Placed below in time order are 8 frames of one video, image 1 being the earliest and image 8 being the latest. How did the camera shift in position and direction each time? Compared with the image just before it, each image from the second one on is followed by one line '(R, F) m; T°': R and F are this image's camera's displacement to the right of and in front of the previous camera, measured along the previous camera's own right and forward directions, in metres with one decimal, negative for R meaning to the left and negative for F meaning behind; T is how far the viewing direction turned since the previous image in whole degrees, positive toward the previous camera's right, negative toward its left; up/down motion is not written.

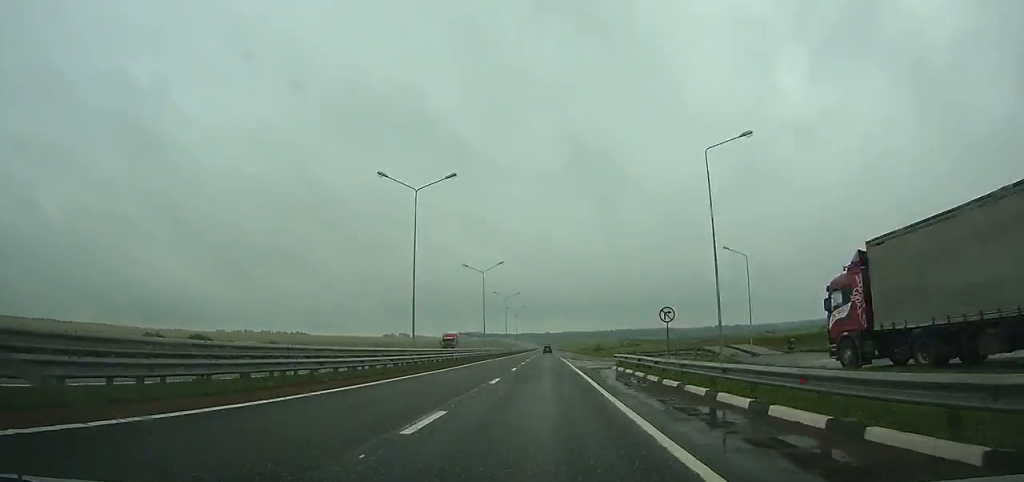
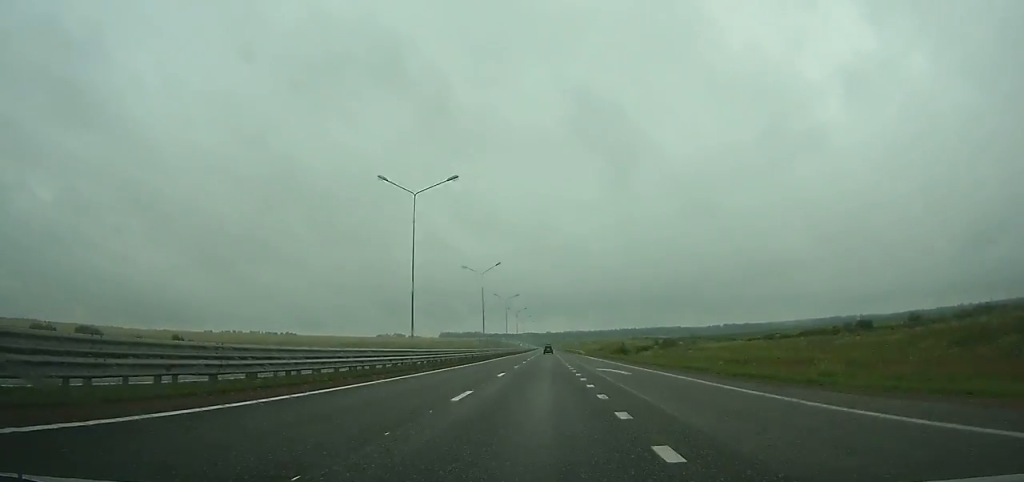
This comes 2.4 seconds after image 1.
(+0.1, +77.5) m; 0°
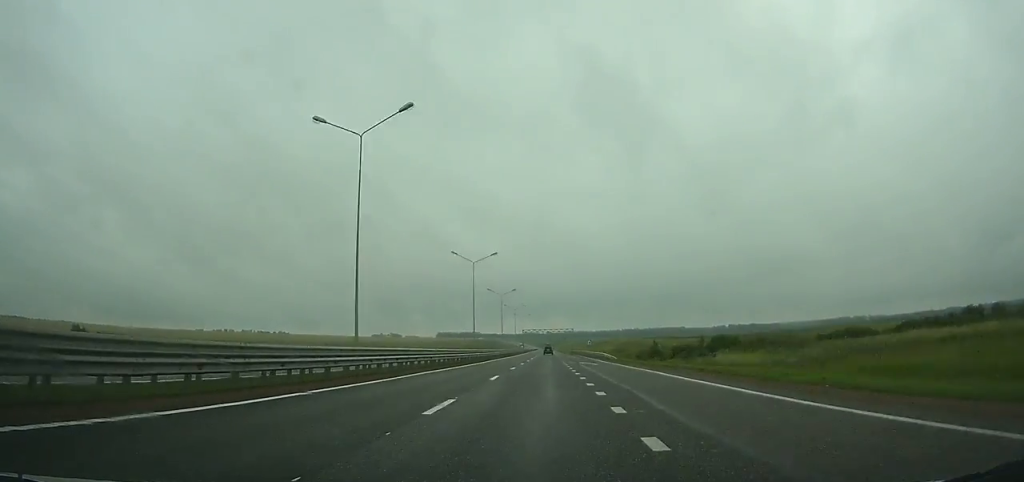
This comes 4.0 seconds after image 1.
(0.0, +51.6) m; 0°
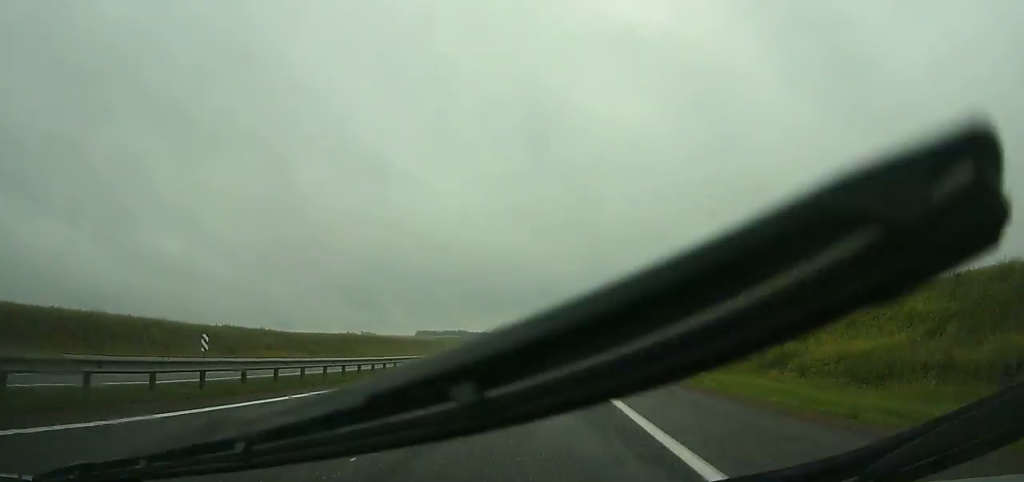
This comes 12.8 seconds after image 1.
(-1.2, +283.2) m; 0°
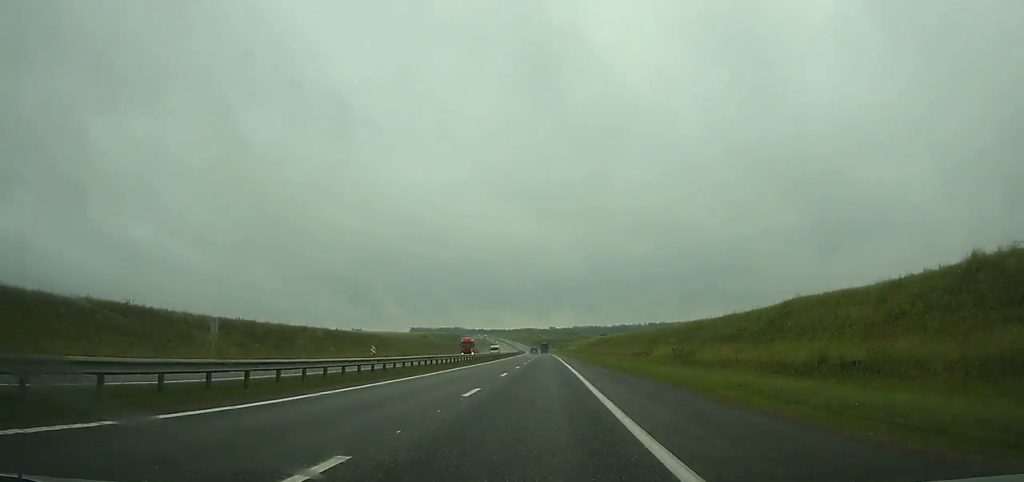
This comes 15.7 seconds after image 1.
(+0.1, +93.2) m; 0°
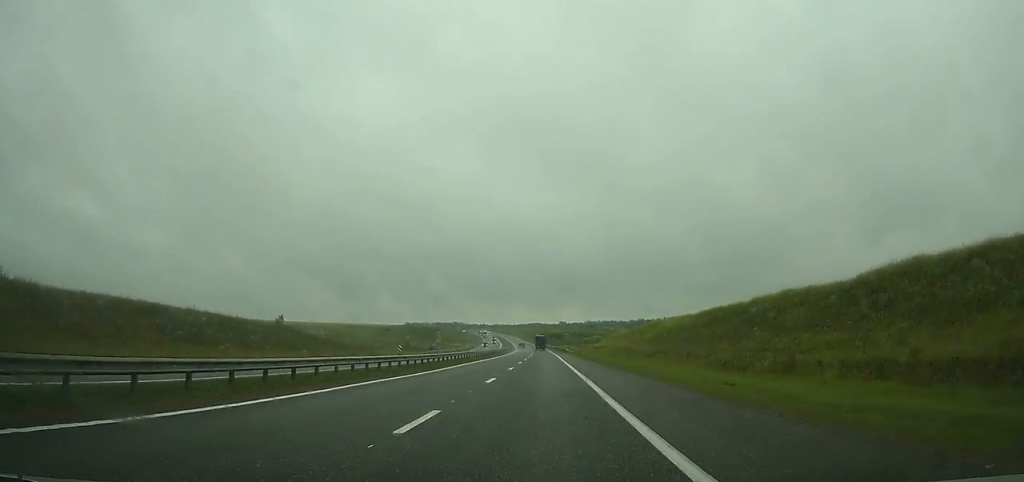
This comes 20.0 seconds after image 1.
(-0.9, +137.8) m; -1°
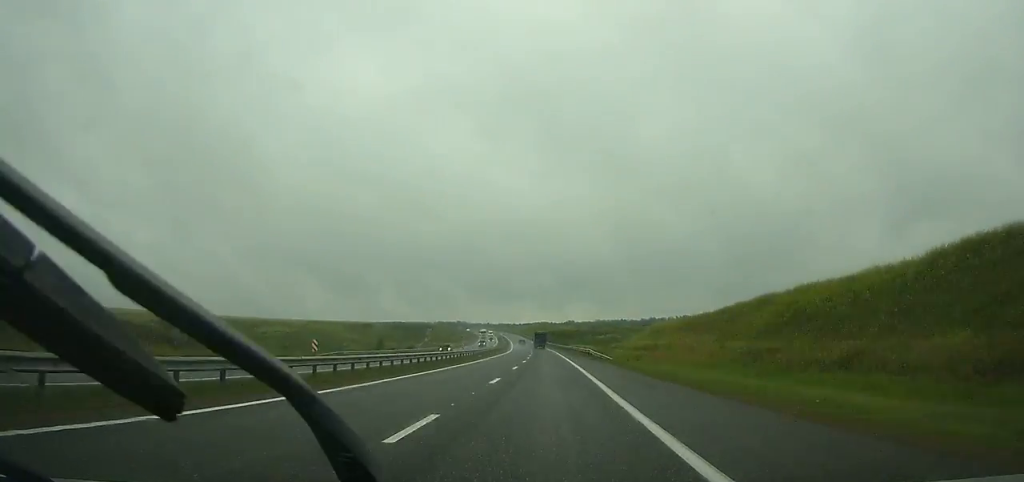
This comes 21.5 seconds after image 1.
(-0.1, +47.6) m; -1°
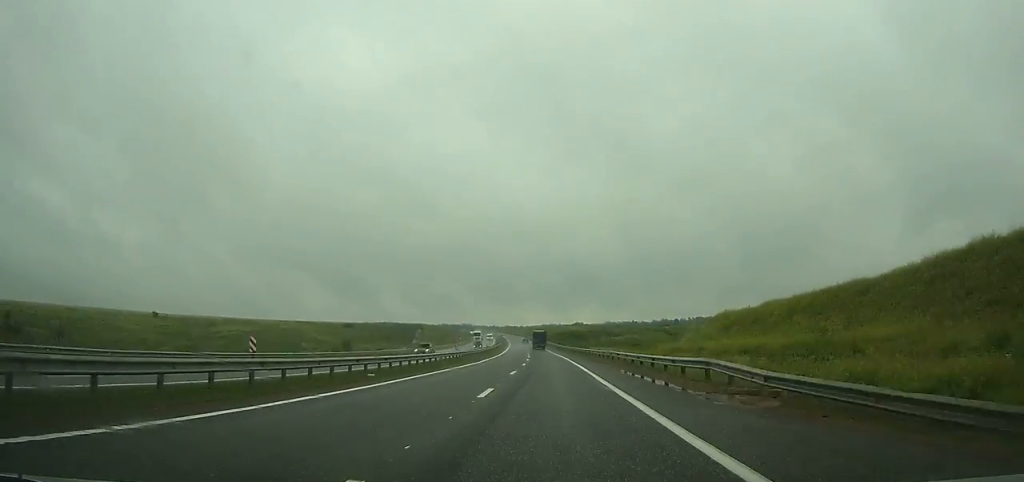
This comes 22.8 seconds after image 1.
(0.0, +41.1) m; -1°
